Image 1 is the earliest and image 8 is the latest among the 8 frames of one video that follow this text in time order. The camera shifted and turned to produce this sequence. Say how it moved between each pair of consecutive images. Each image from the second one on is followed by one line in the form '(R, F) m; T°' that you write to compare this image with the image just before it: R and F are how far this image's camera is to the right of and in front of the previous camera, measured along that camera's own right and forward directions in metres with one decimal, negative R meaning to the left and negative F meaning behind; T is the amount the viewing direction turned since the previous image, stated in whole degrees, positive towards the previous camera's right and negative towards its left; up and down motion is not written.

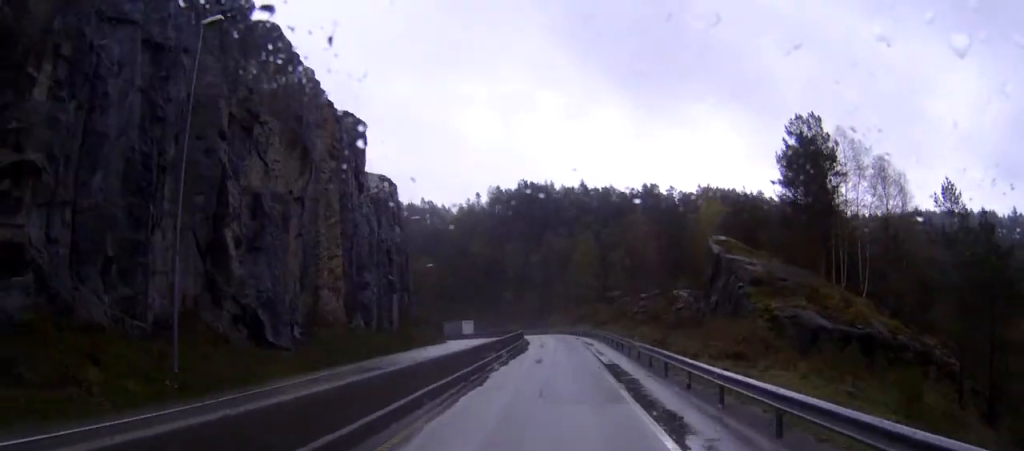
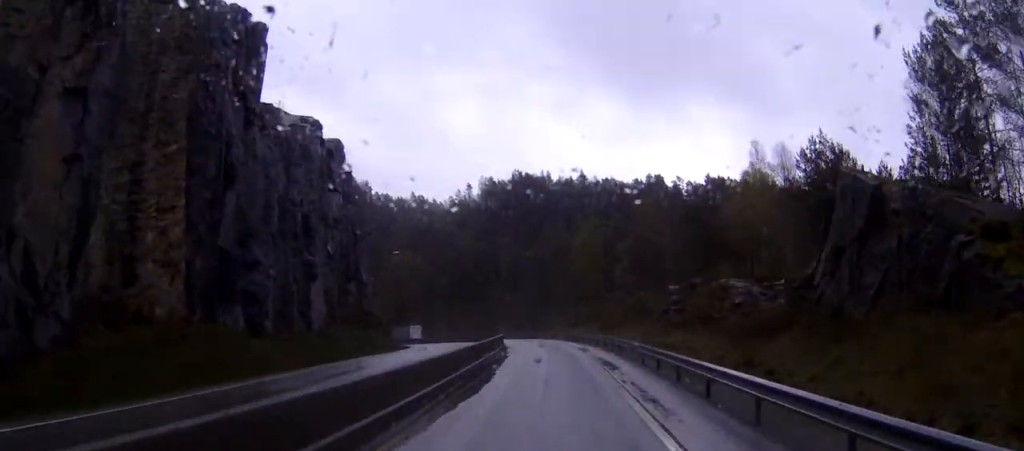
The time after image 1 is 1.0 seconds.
(+0.1, +22.7) m; 0°
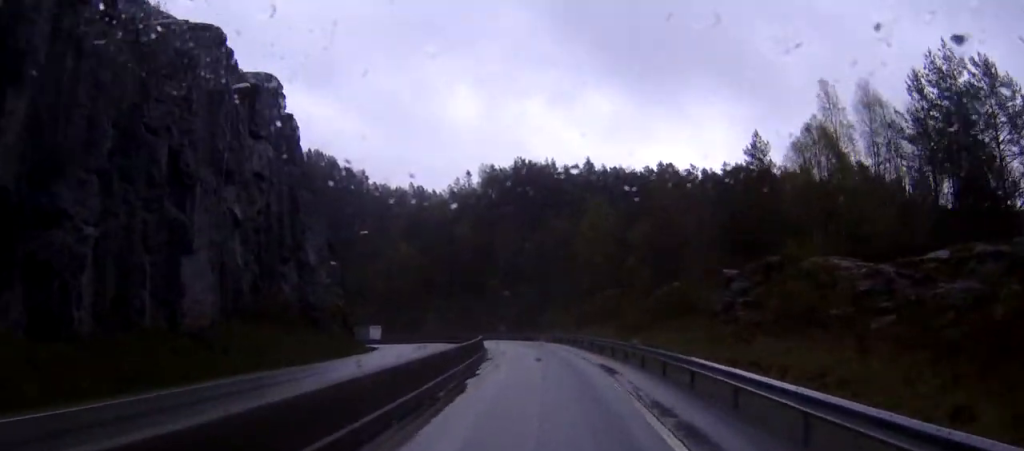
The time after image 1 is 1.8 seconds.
(0.0, +18.2) m; -1°
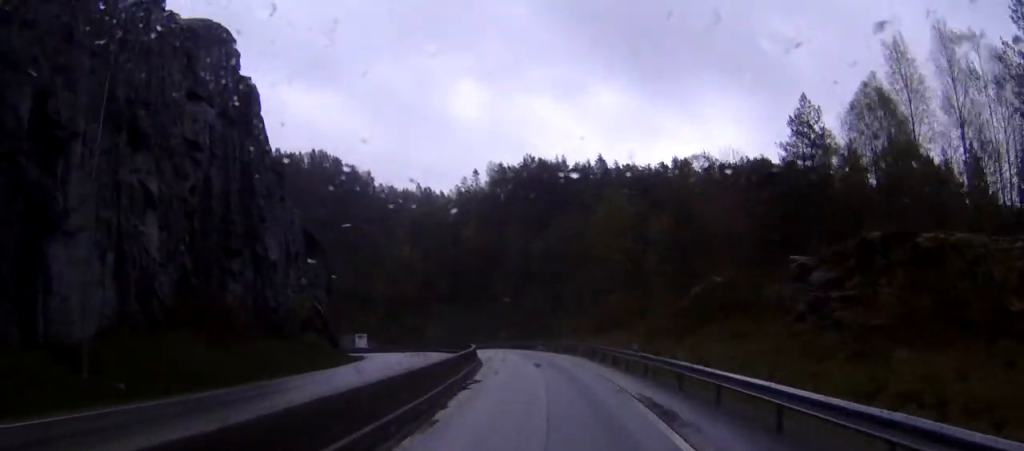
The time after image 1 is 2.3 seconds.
(+0.1, +10.6) m; -1°
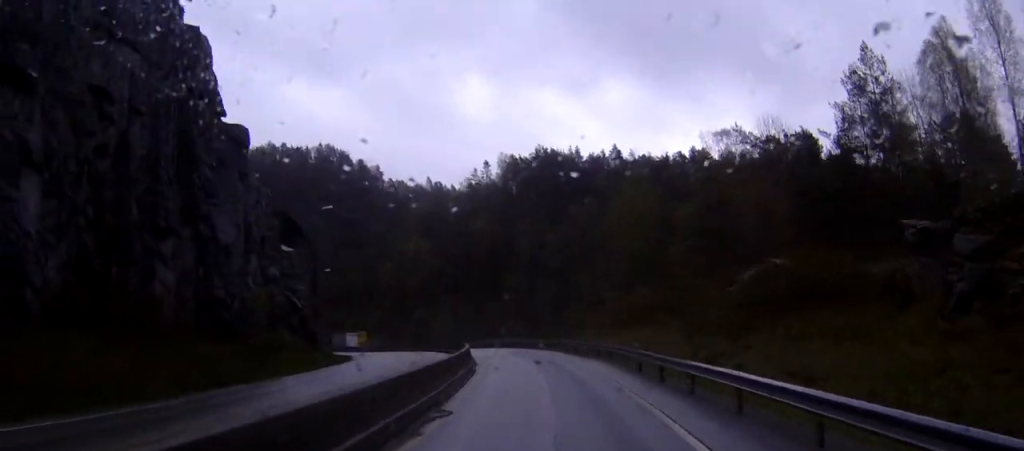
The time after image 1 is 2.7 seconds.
(-0.3, +9.9) m; -2°
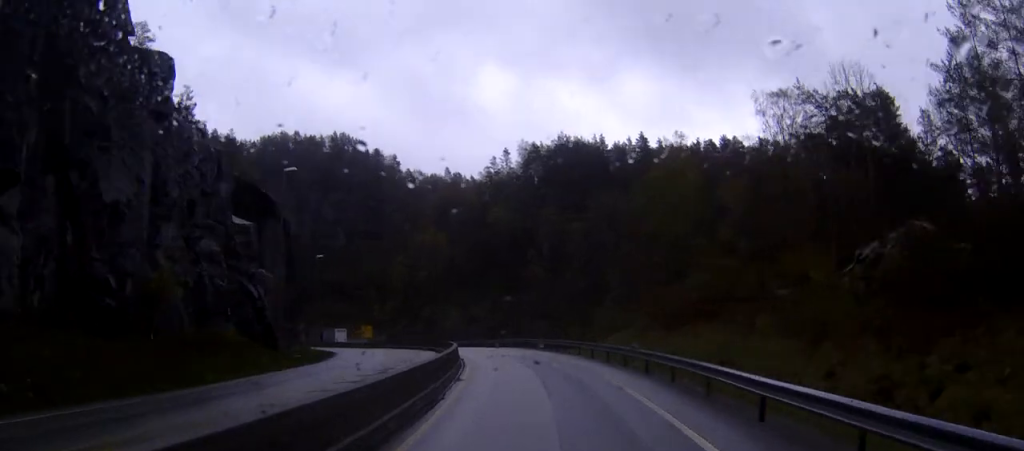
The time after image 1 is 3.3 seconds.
(-0.2, +13.6) m; -2°
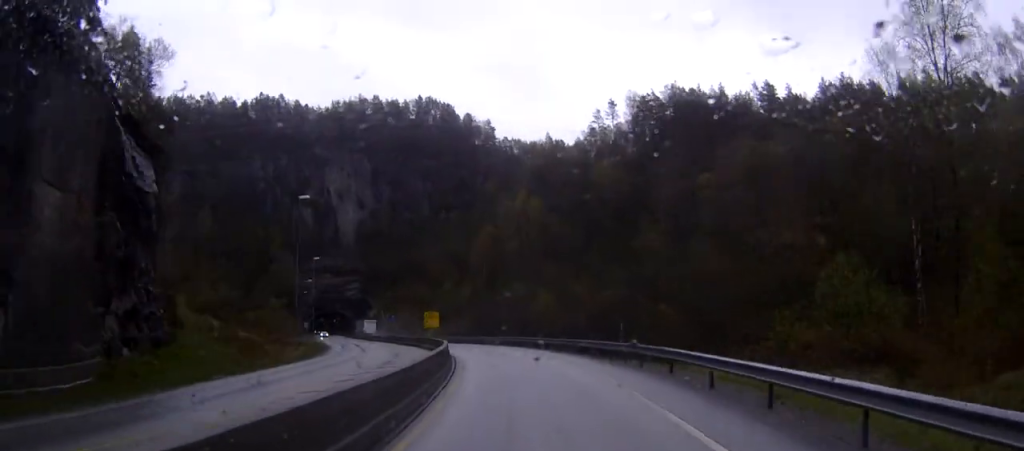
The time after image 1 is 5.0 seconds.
(-6.3, +38.0) m; -18°
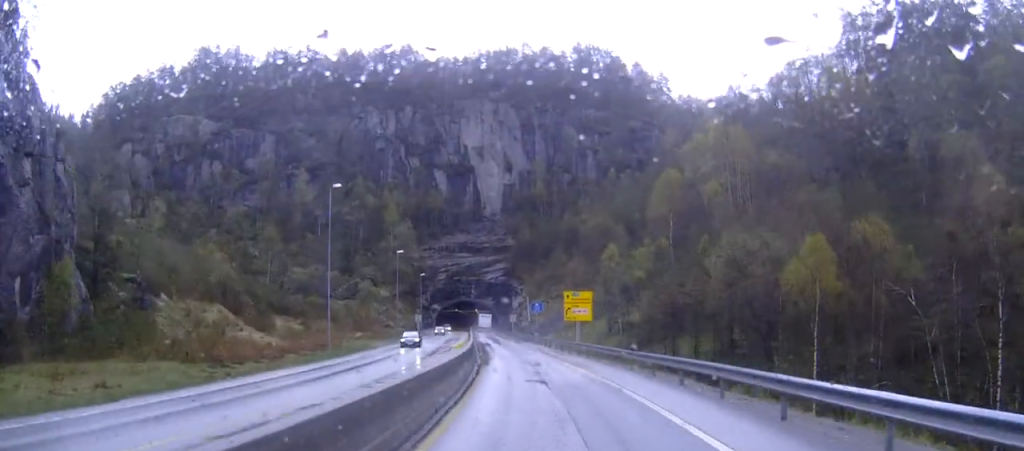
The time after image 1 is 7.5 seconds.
(-3.1, +56.1) m; -3°
